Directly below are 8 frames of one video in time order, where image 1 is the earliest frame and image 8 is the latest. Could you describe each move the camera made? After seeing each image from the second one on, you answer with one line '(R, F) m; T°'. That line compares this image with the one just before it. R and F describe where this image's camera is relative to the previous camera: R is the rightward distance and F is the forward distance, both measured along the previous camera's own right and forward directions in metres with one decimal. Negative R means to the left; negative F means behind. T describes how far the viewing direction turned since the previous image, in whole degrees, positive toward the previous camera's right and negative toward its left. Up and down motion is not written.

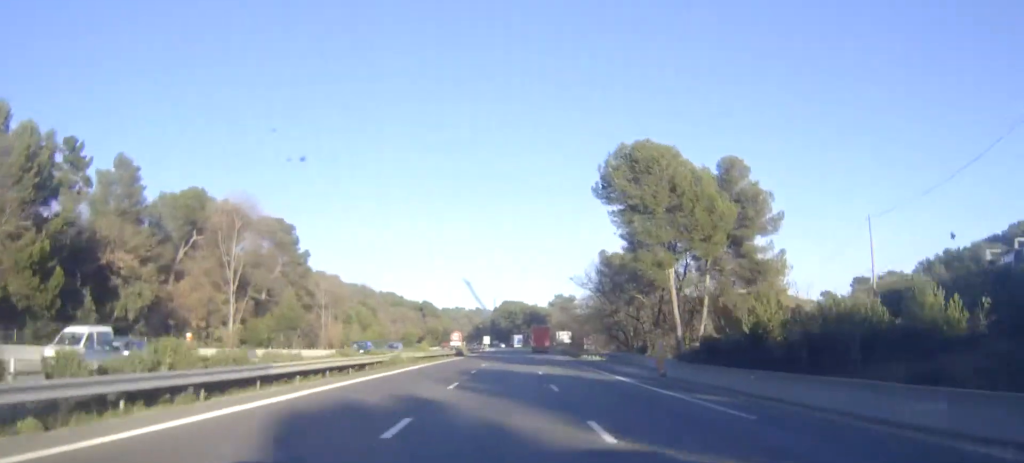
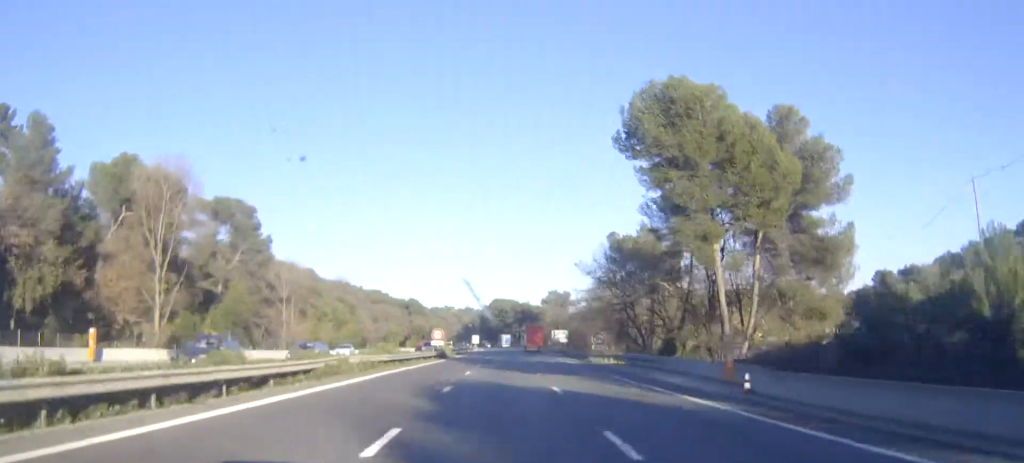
(+0.2, +14.7) m; +1°
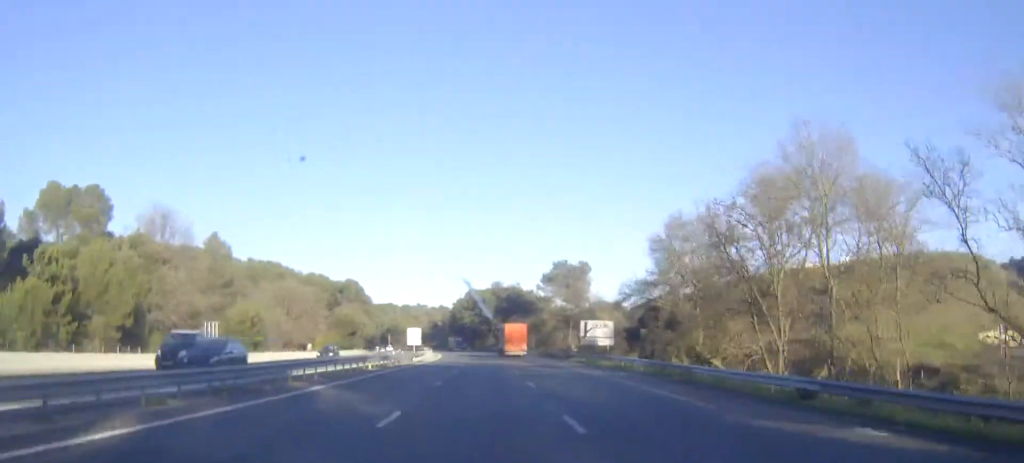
(+0.6, +86.7) m; 0°
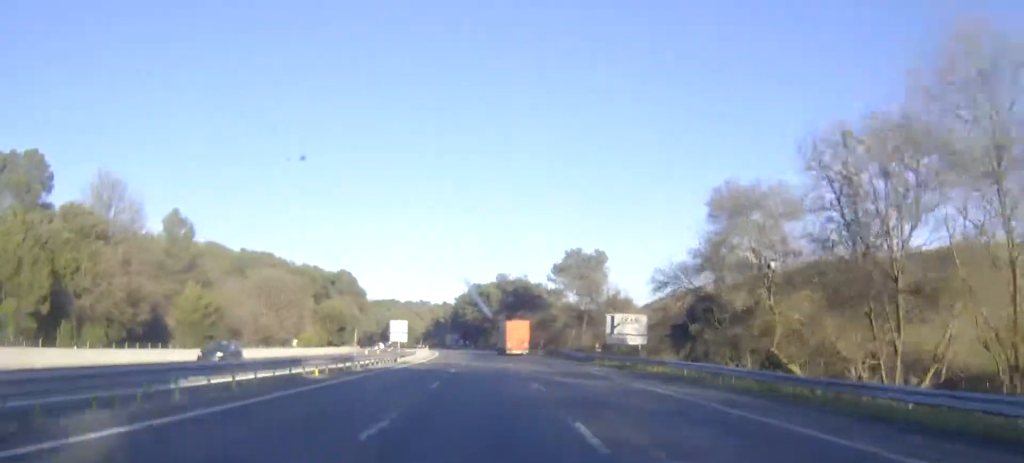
(0.0, +14.5) m; 0°
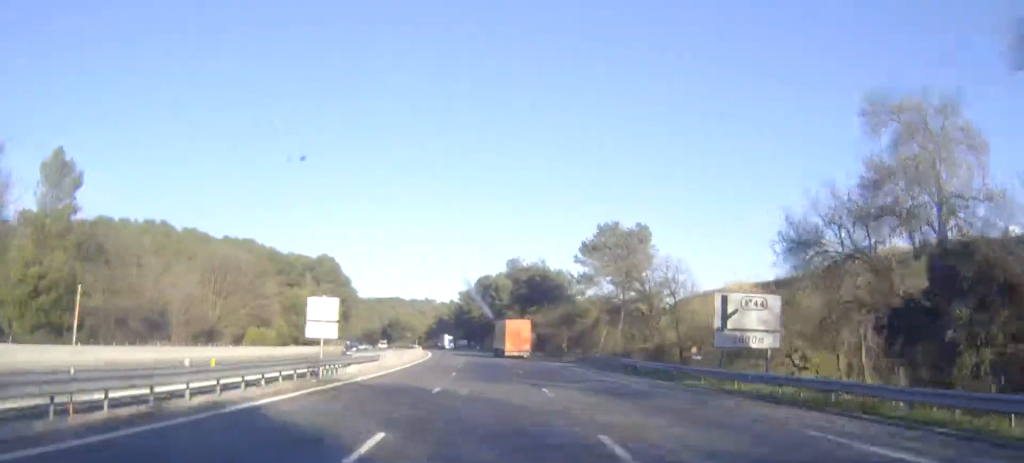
(0.0, +28.0) m; 0°
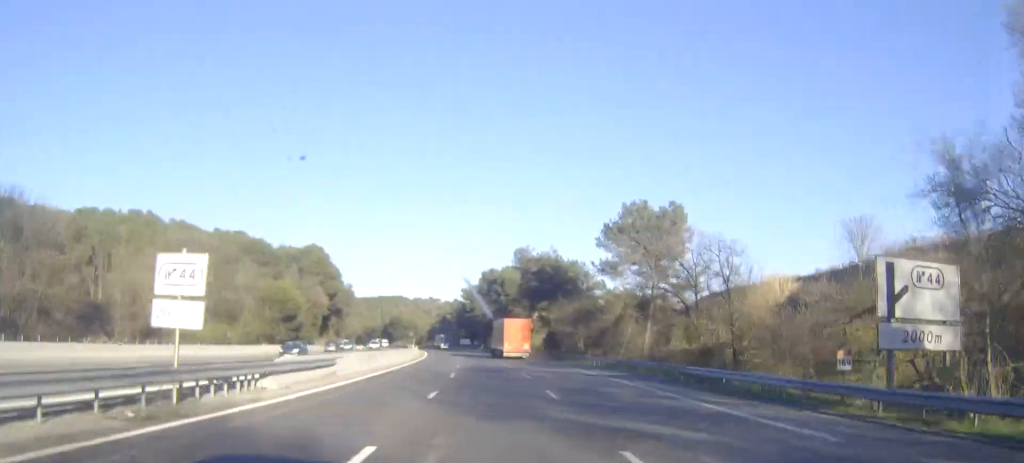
(-0.1, +14.5) m; 0°
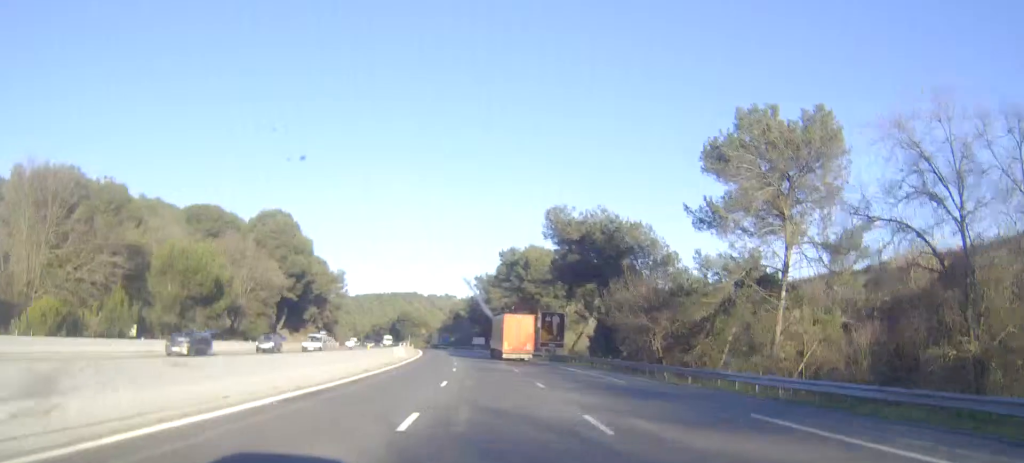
(-0.2, +33.2) m; -1°
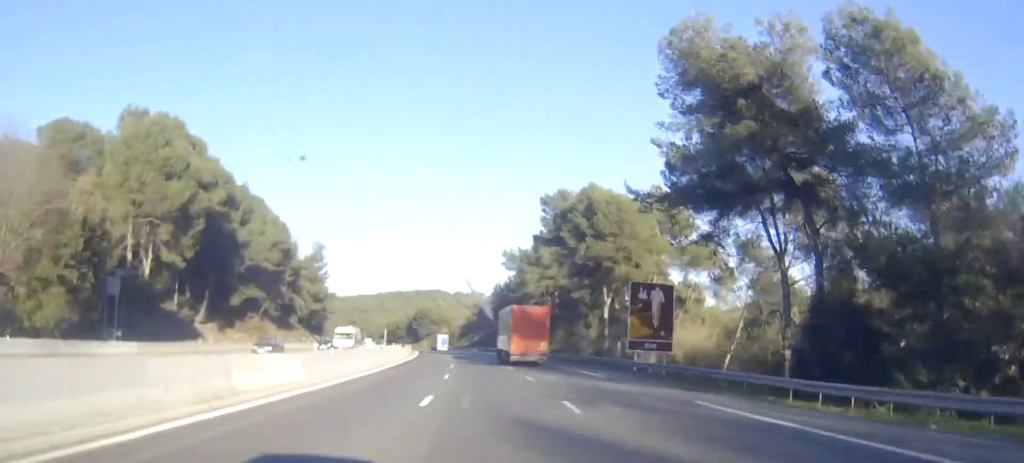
(-0.6, +46.7) m; -2°
